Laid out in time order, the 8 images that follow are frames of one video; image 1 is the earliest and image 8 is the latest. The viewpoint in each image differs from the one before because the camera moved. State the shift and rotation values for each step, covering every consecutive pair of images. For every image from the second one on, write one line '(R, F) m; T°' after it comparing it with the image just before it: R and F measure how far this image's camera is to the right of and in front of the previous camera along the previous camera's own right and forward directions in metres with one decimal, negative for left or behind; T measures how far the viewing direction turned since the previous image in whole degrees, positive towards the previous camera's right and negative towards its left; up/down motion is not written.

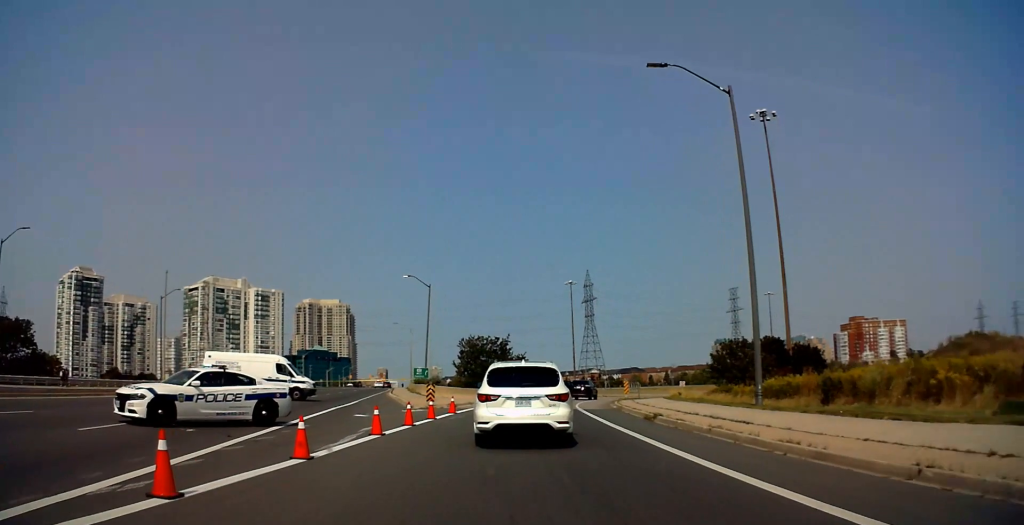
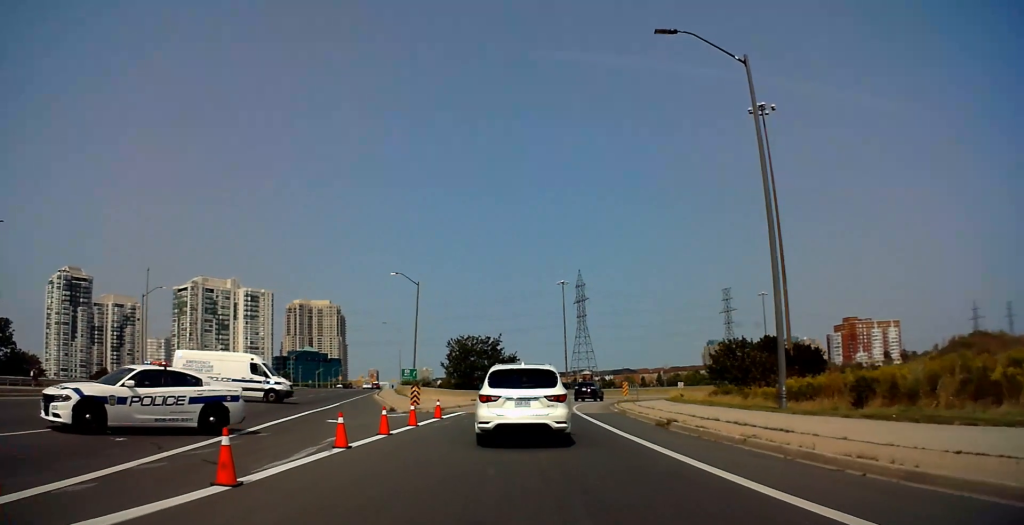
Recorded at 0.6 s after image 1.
(+0.1, +3.1) m; 0°
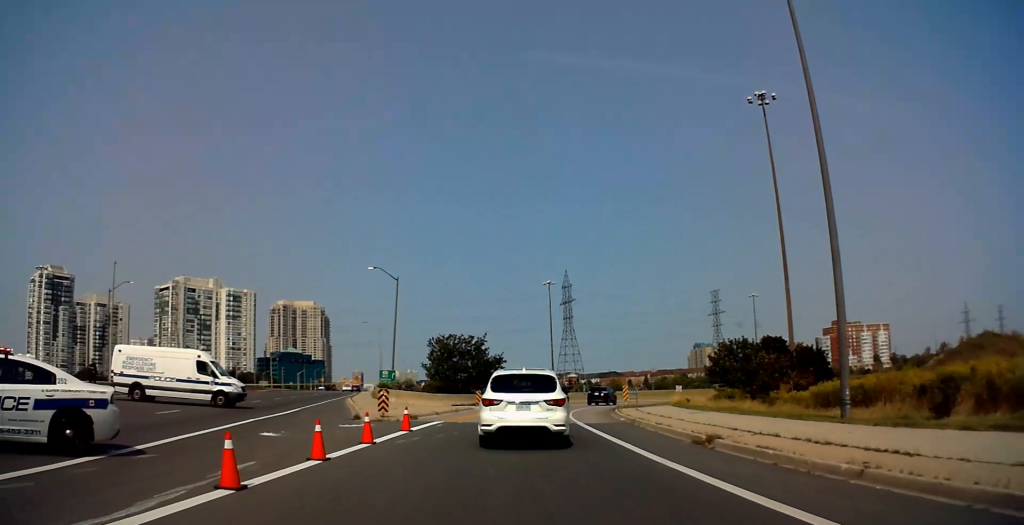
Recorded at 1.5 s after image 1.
(-0.3, +5.2) m; -3°
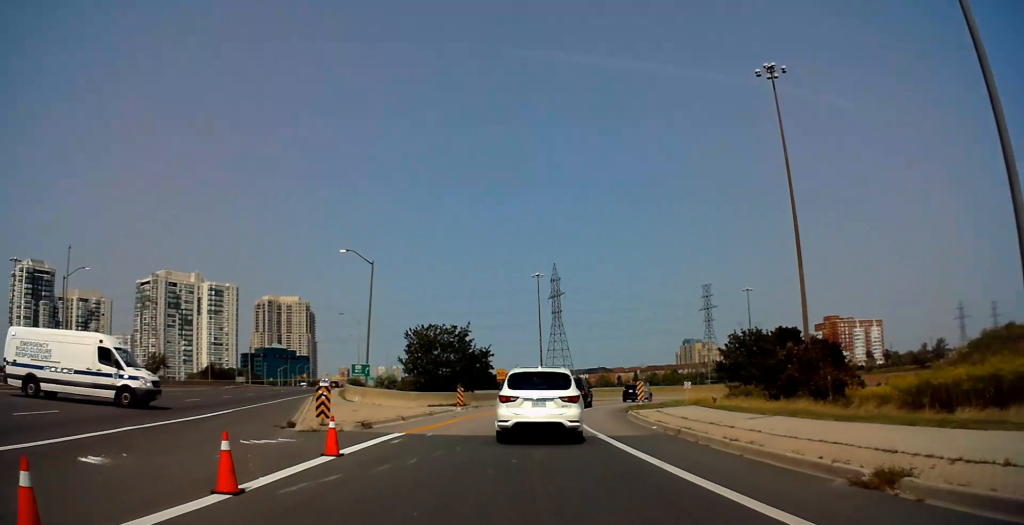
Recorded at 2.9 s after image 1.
(+0.4, +7.1) m; +6°
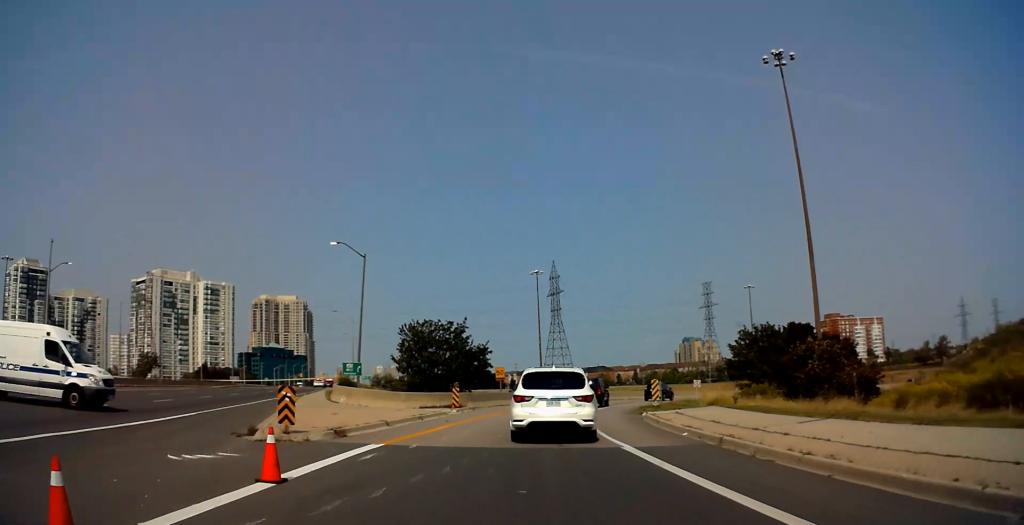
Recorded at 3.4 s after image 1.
(+0.4, +2.9) m; -1°
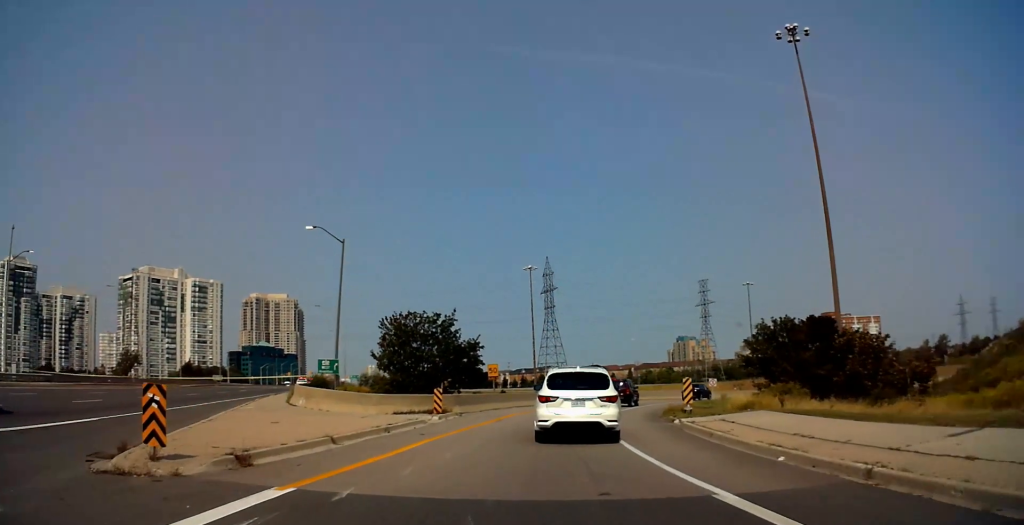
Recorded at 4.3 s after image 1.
(-0.7, +5.2) m; -3°
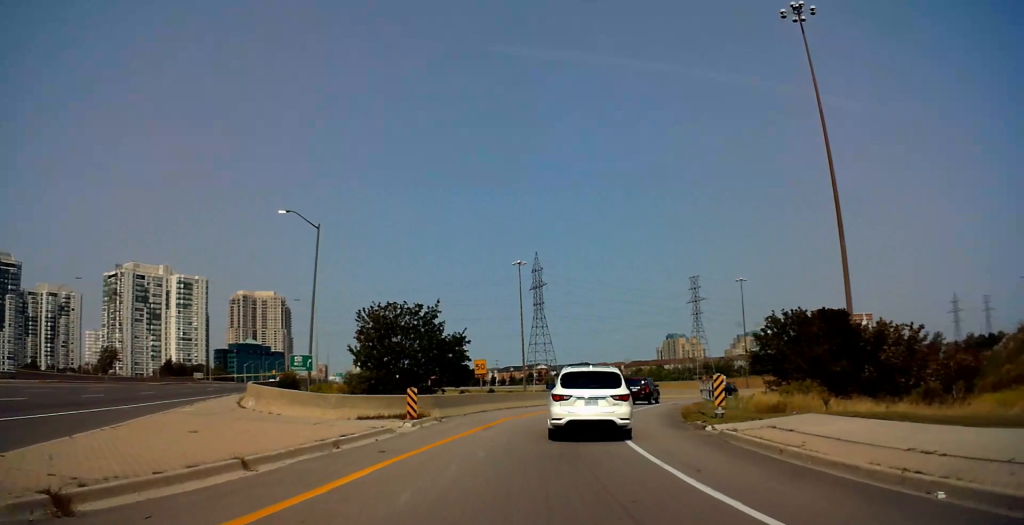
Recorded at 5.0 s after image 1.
(+0.2, +4.2) m; +2°
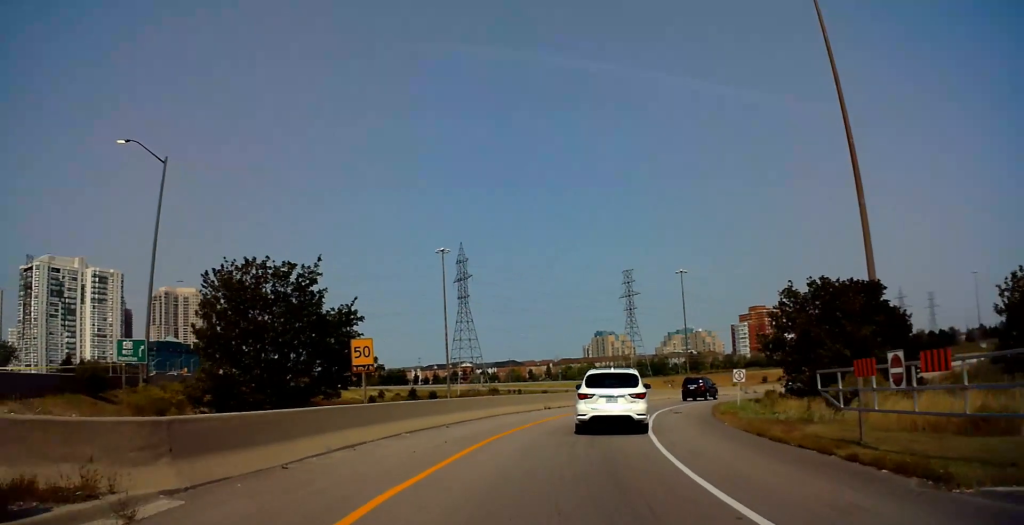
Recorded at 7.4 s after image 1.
(+0.8, +16.8) m; +14°
